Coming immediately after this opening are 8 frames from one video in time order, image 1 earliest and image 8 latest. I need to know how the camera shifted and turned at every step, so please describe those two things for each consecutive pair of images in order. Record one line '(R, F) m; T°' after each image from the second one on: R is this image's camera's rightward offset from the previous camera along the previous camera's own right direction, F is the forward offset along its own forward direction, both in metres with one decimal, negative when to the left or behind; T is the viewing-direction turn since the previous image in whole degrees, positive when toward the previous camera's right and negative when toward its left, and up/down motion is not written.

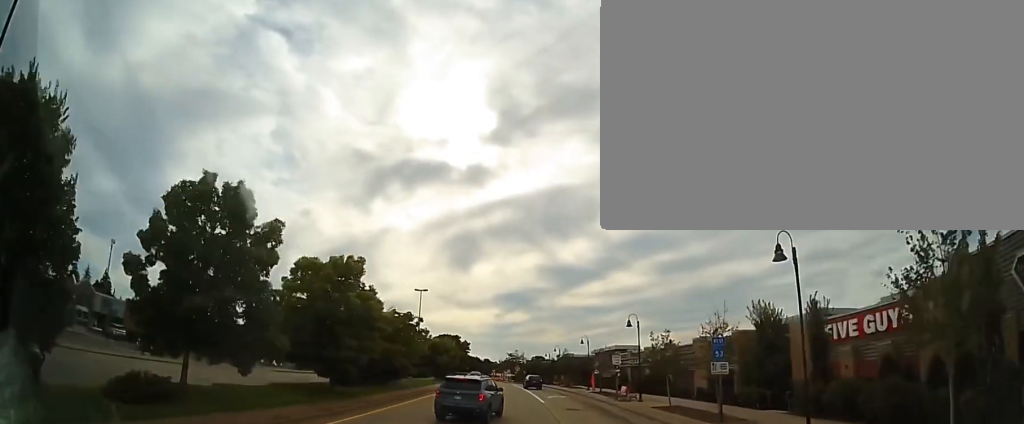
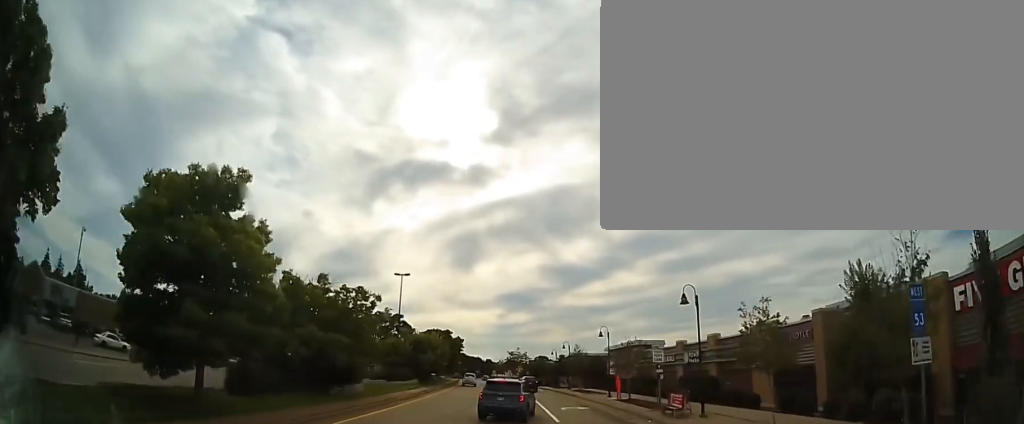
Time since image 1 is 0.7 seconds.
(-0.2, +9.8) m; -2°
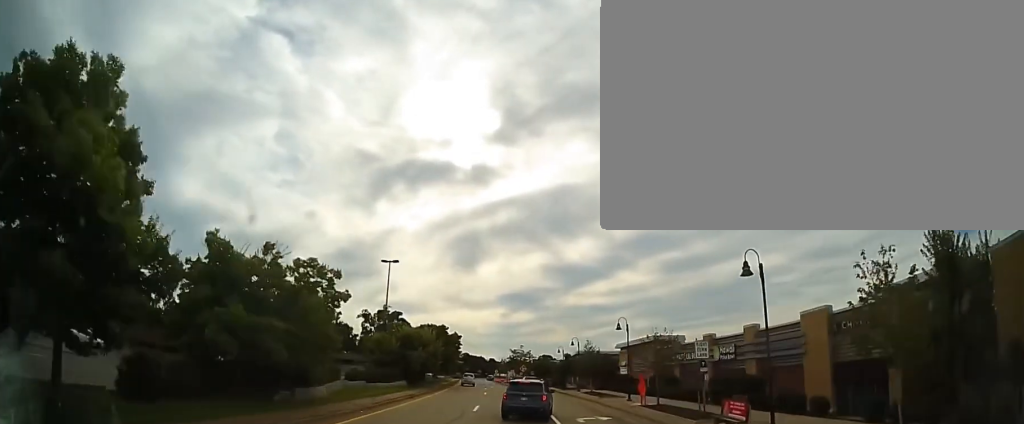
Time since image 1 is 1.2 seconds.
(-0.1, +5.7) m; -1°
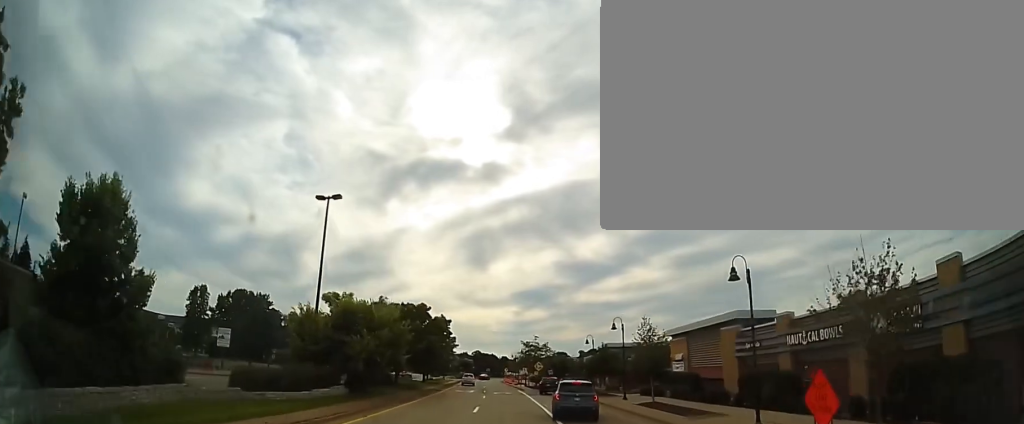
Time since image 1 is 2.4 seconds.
(-0.1, +15.9) m; -1°
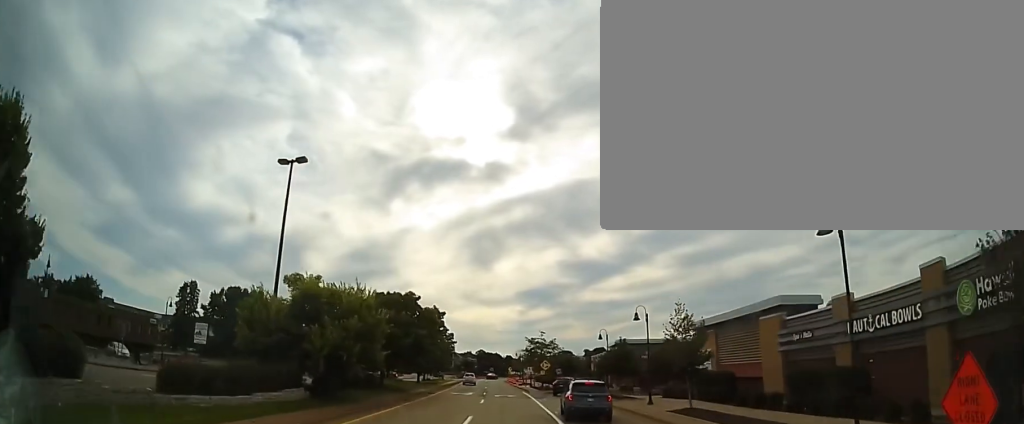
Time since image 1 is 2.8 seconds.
(+0.1, +5.1) m; -1°
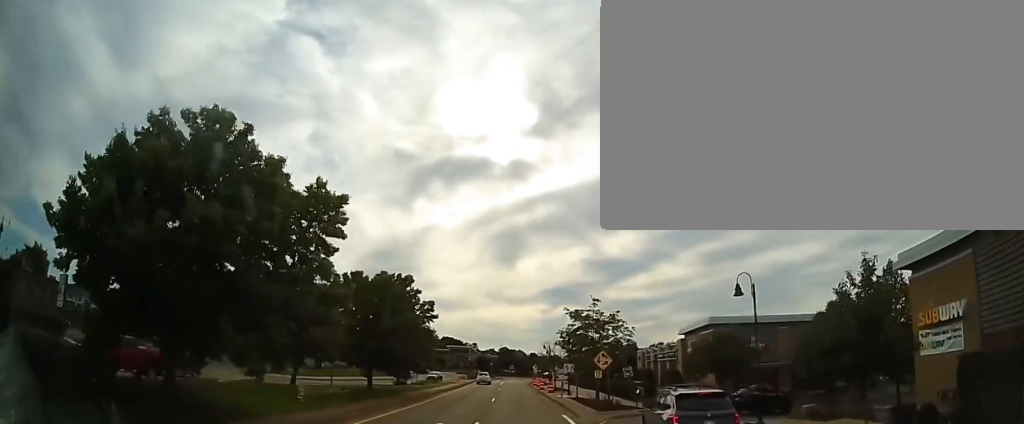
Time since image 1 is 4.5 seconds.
(-0.8, +22.1) m; -3°
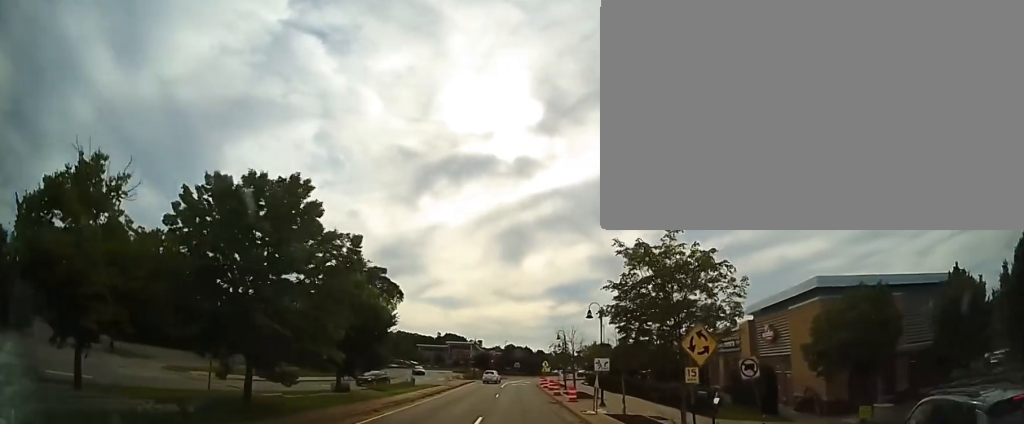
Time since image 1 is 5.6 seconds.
(0.0, +13.6) m; 0°
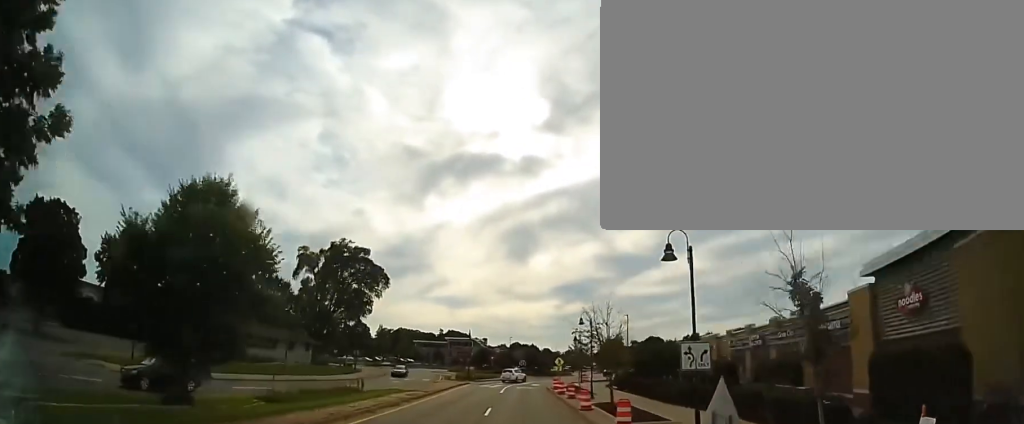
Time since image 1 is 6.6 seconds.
(0.0, +12.9) m; -1°
